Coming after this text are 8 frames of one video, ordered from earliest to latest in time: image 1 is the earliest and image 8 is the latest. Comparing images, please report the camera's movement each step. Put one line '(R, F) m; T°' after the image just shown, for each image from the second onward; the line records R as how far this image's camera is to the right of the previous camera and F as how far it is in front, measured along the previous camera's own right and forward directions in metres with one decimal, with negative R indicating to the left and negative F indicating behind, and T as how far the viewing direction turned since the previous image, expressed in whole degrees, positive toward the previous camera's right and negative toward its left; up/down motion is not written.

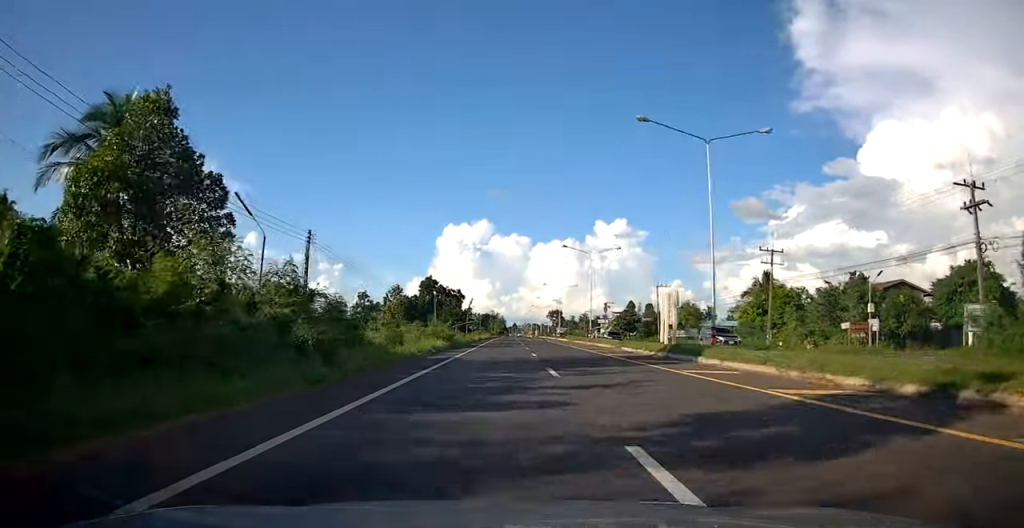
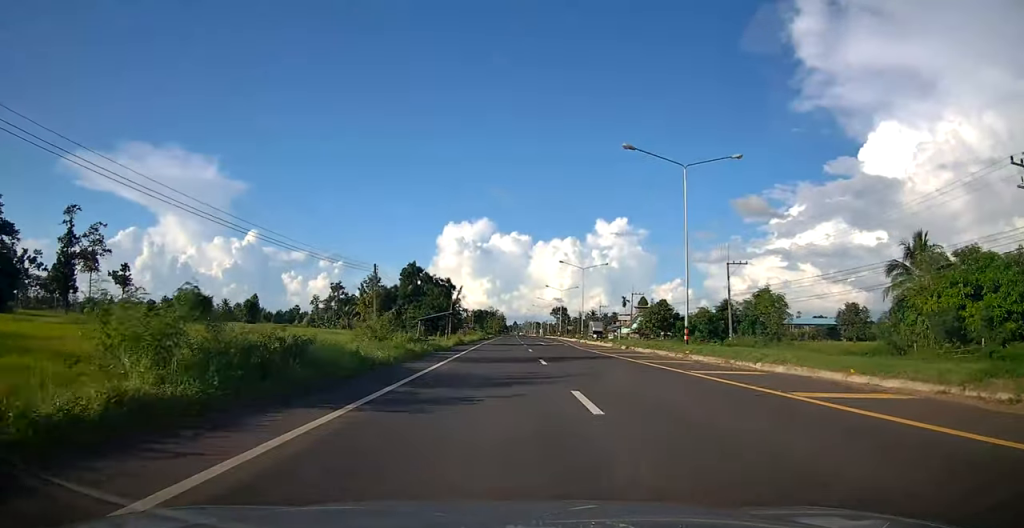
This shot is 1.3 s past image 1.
(0.0, +31.2) m; 0°
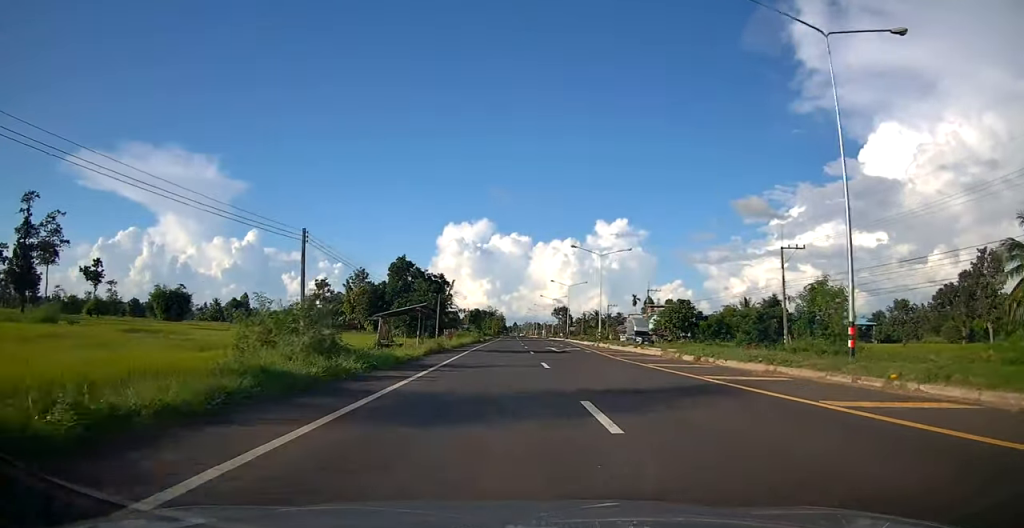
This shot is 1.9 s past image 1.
(0.0, +13.4) m; 0°
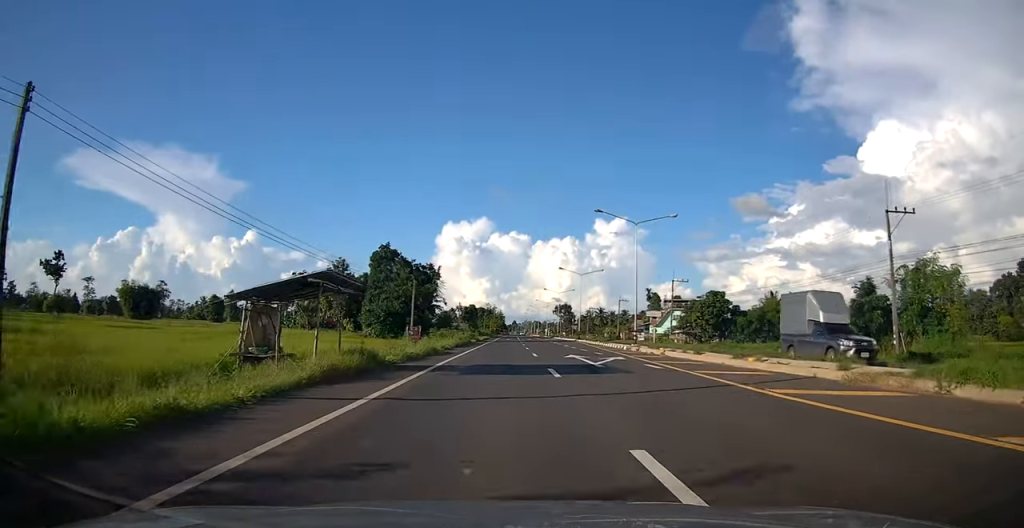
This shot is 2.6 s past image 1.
(0.0, +16.1) m; 0°
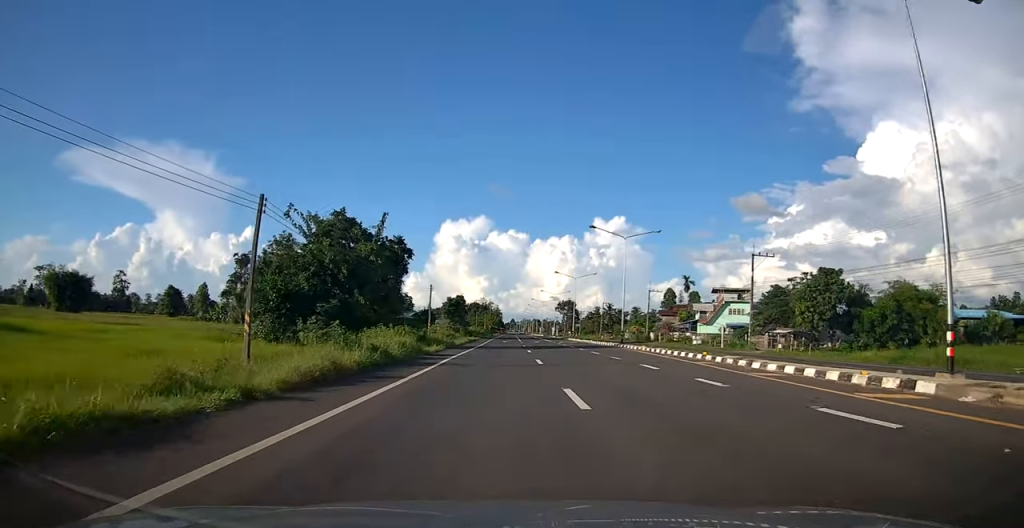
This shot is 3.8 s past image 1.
(0.0, +30.0) m; 0°
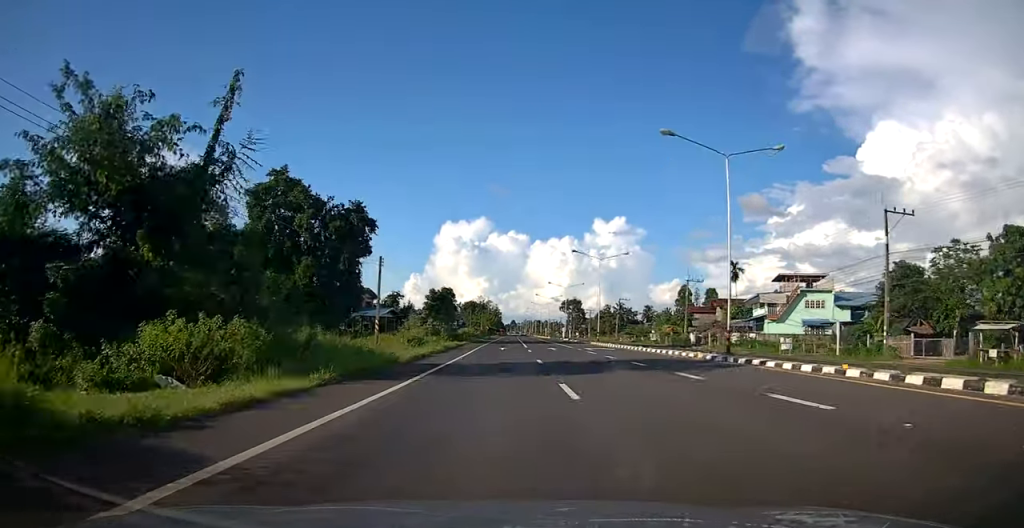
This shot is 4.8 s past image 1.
(0.0, +22.4) m; 0°
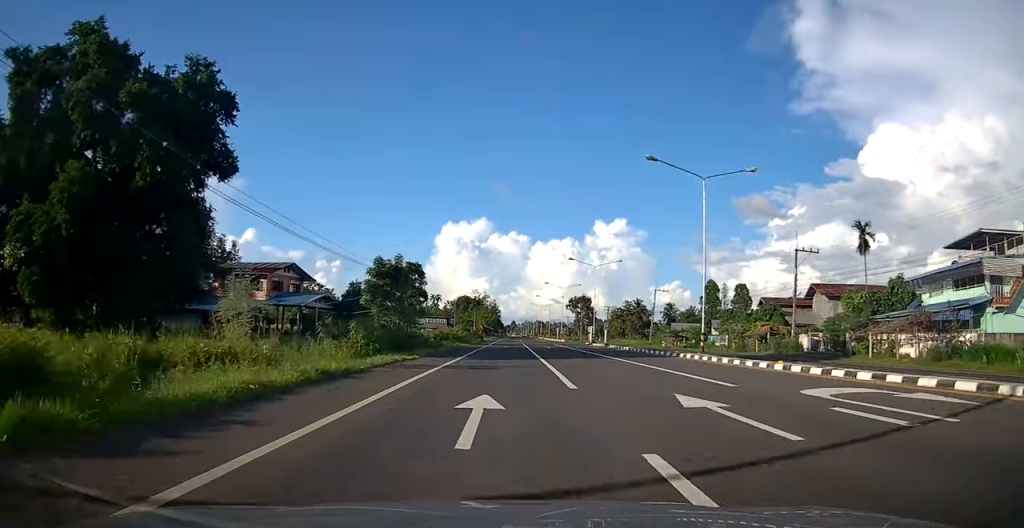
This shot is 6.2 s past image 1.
(0.0, +31.9) m; 0°
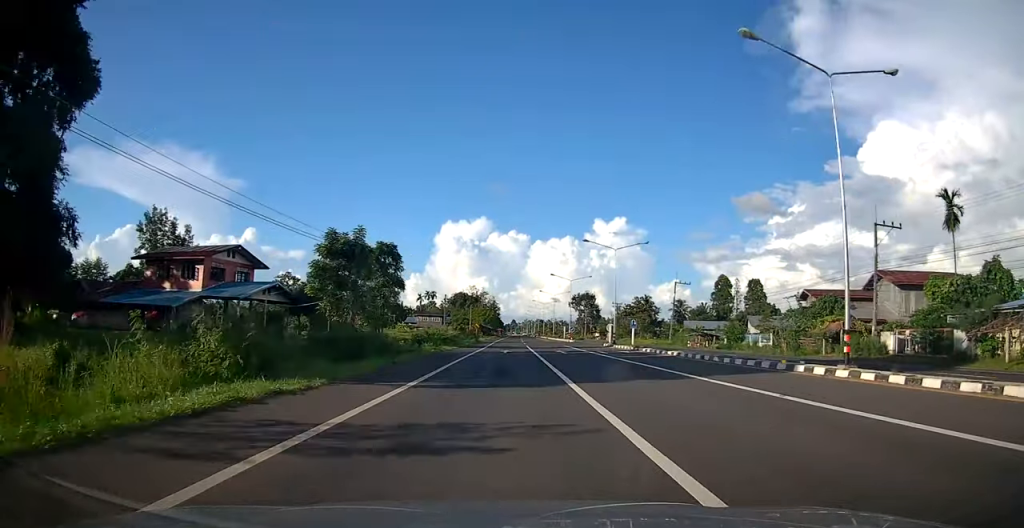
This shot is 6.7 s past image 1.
(0.0, +12.2) m; 0°
